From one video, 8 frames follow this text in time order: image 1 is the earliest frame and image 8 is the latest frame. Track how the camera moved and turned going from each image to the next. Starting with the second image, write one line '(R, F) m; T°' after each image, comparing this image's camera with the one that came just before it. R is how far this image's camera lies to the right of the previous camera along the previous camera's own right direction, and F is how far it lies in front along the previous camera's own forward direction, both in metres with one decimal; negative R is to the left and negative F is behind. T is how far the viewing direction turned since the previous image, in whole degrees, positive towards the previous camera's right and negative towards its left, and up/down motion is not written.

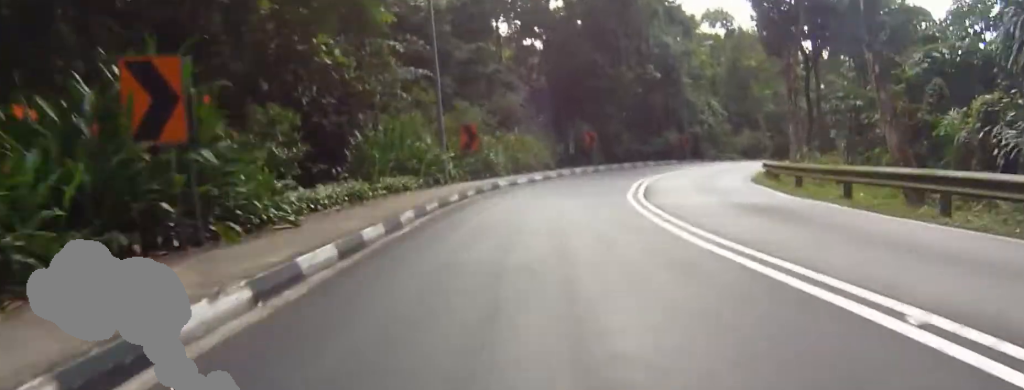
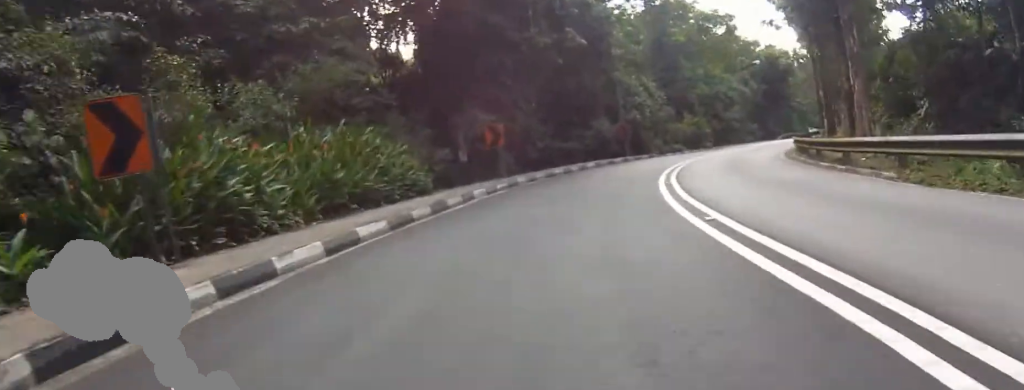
(+0.5, +11.7) m; -7°
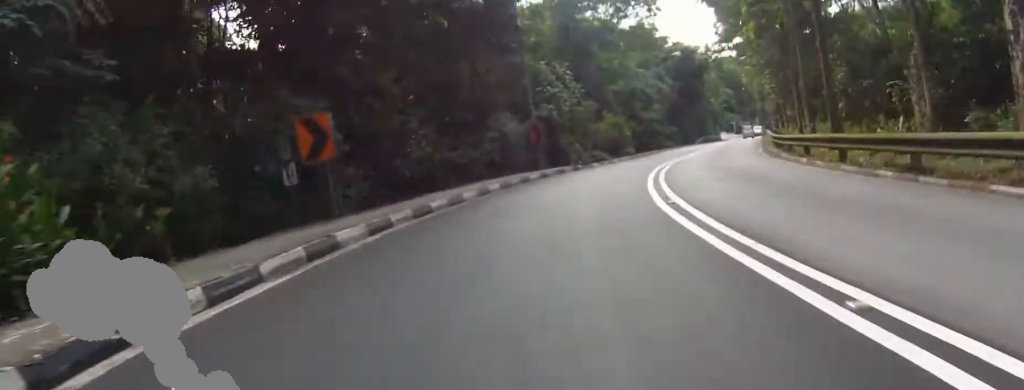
(-1.2, +8.1) m; -10°
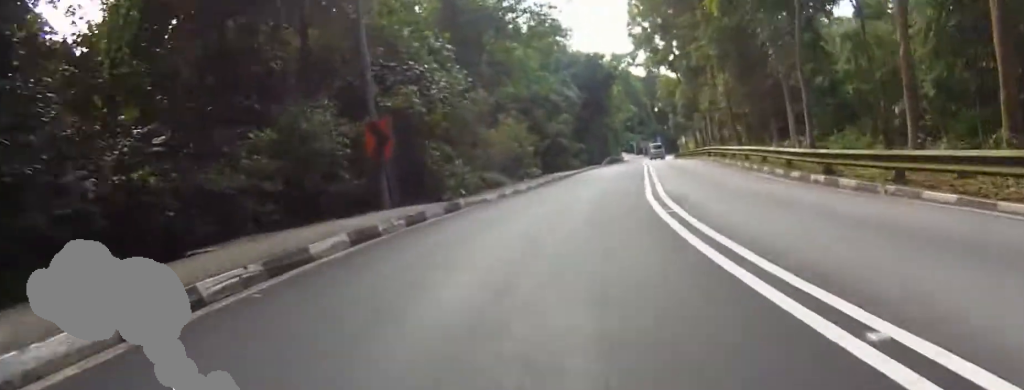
(-0.6, +11.6) m; +4°
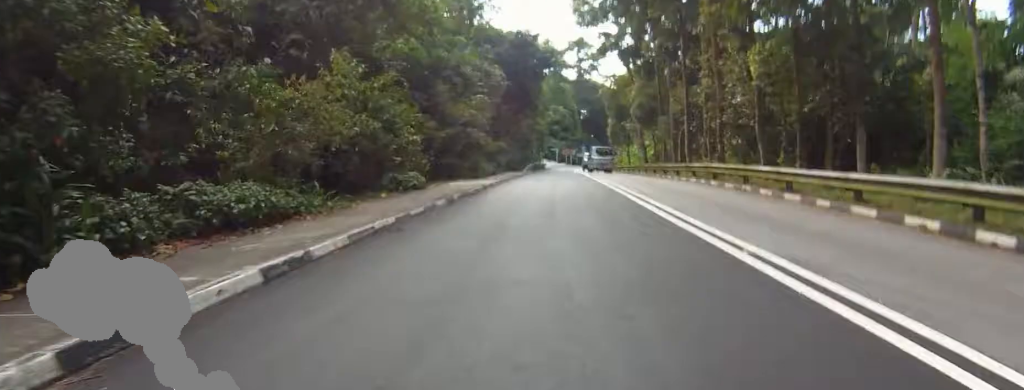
(+2.5, +14.4) m; +13°
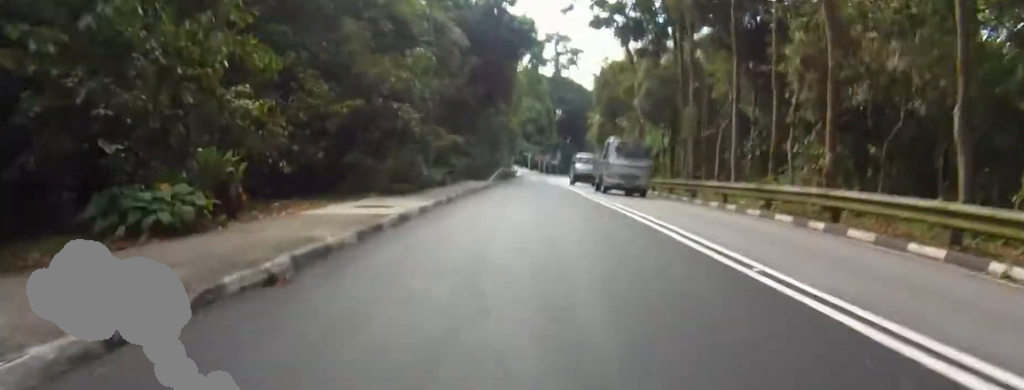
(0.0, +11.6) m; 0°
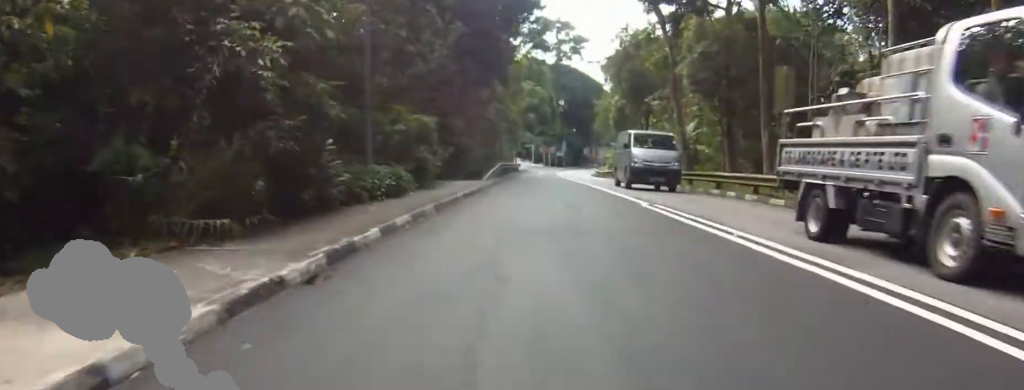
(+0.1, +10.0) m; +3°
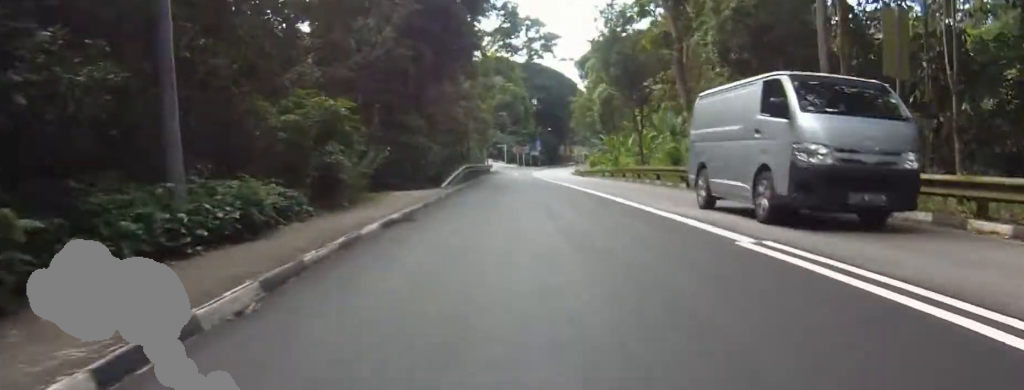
(+0.3, +6.9) m; +3°
